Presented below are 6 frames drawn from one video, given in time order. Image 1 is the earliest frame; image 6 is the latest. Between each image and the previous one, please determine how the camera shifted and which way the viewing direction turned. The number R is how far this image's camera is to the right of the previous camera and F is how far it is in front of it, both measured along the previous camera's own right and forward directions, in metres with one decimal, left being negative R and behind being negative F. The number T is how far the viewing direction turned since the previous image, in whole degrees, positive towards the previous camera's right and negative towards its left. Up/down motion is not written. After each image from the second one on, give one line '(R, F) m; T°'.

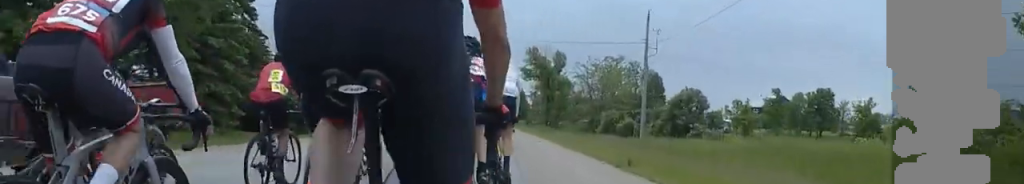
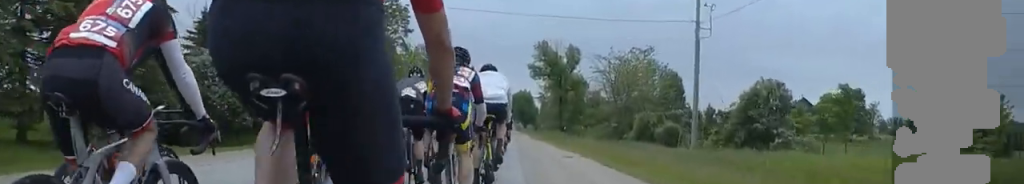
(-0.3, +11.8) m; -1°
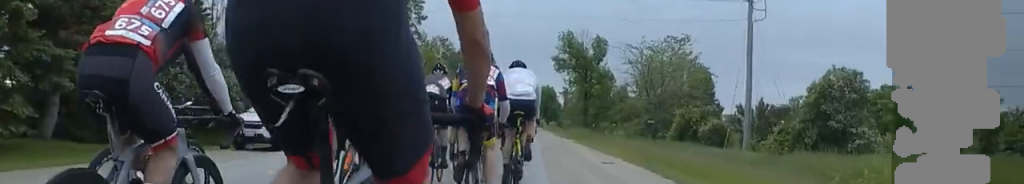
(+0.4, +4.6) m; -1°
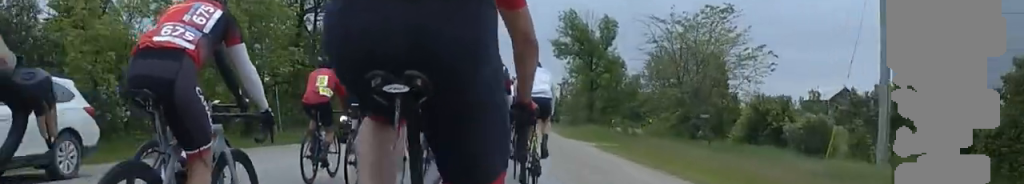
(-0.6, +11.0) m; +1°
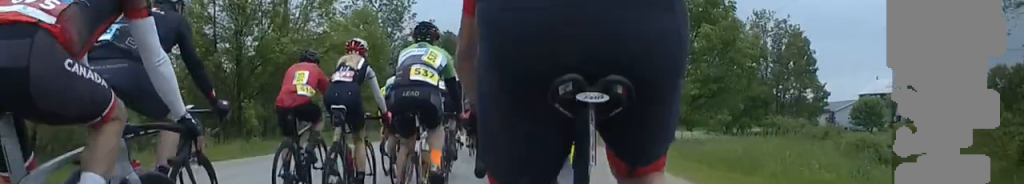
(0.0, +26.5) m; 0°
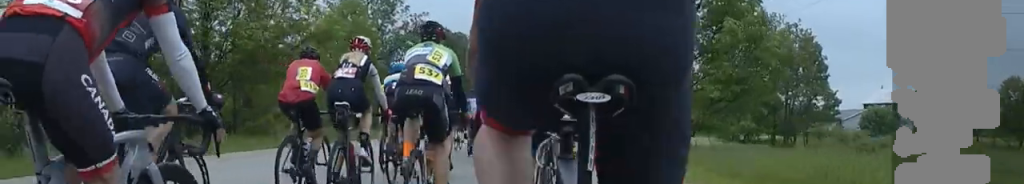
(0.0, +3.1) m; 0°
